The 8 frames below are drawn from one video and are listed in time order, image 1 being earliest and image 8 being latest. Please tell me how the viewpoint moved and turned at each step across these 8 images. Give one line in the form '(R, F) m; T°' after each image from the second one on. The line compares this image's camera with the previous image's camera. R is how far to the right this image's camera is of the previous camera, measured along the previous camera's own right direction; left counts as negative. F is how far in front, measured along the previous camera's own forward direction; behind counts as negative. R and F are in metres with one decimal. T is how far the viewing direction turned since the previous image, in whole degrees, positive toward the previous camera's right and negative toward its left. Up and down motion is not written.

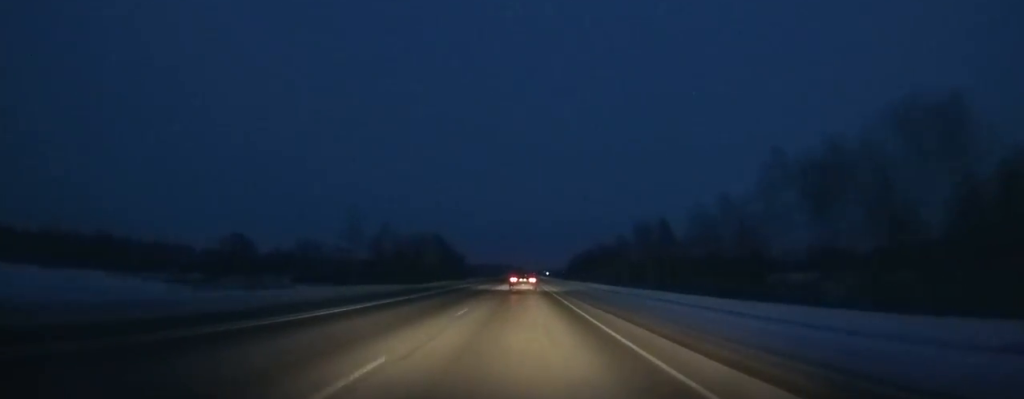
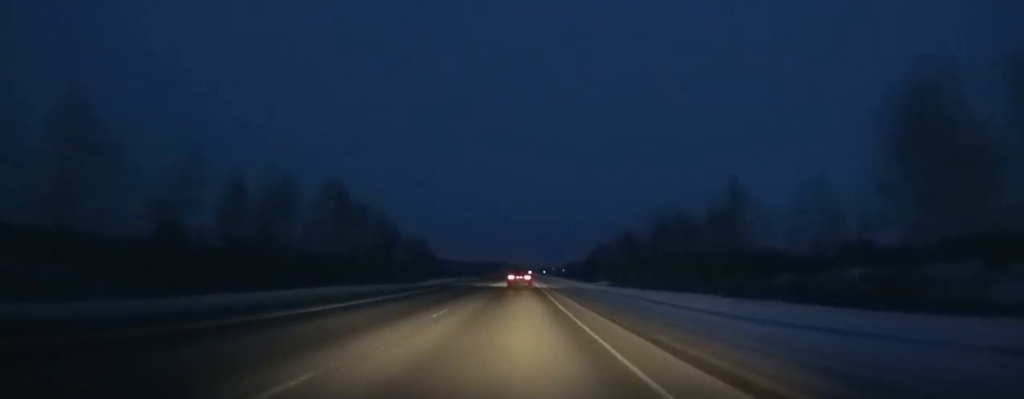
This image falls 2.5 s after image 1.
(-0.1, +61.5) m; 0°
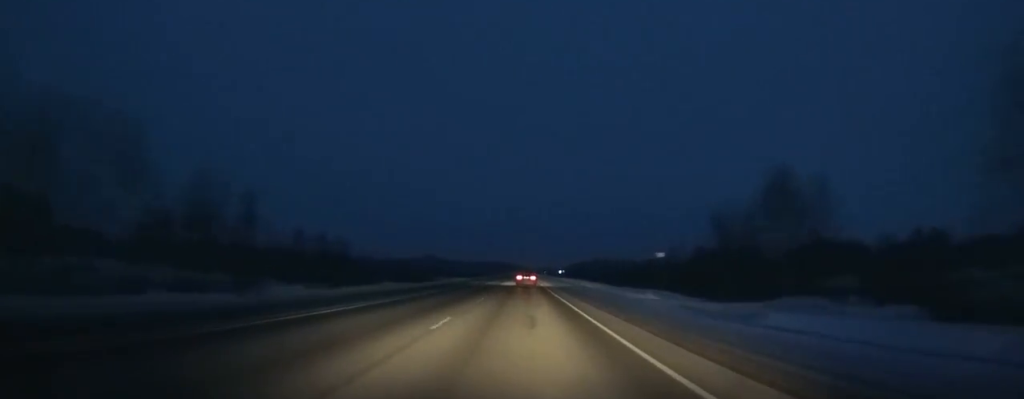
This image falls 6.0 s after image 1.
(0.0, +86.8) m; 0°
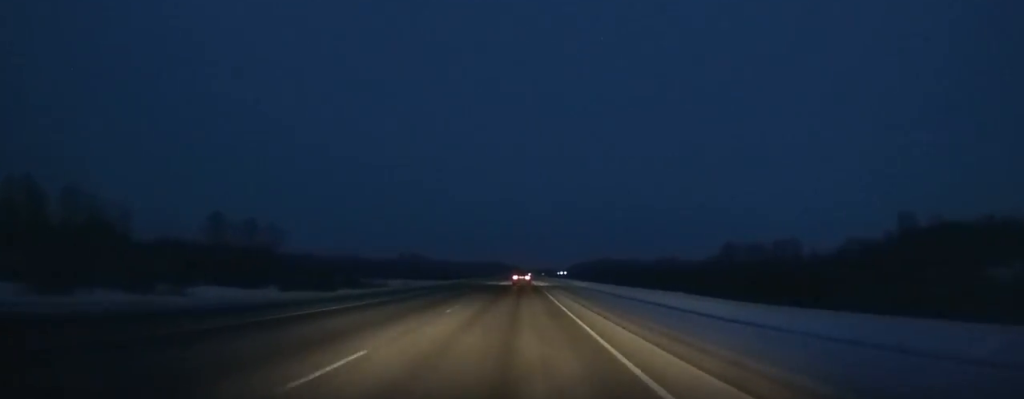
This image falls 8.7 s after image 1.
(-0.2, +67.7) m; 0°
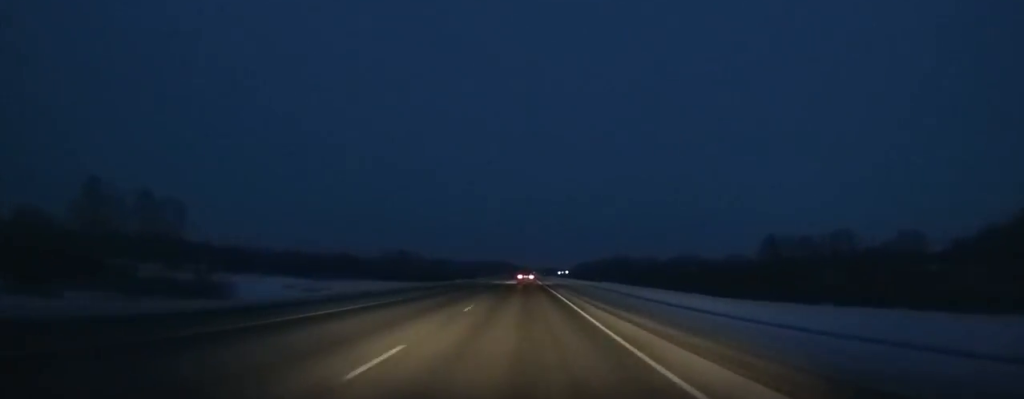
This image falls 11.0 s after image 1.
(-0.1, +58.5) m; 0°
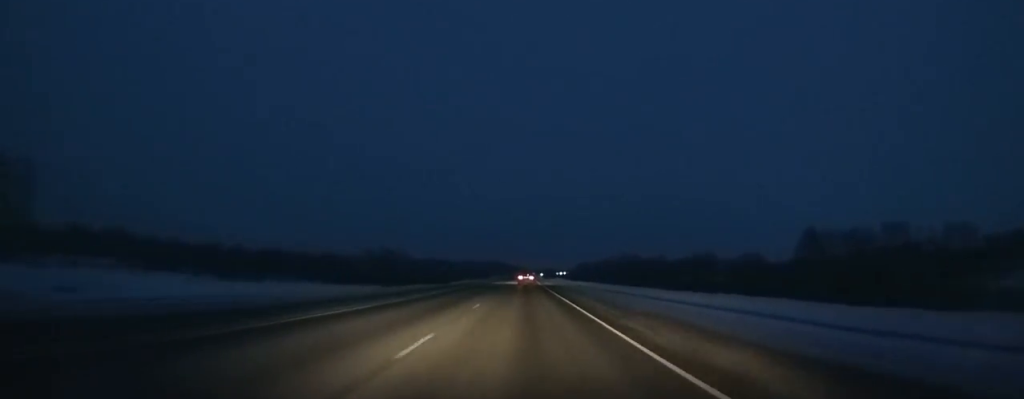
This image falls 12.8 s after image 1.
(+0.2, +46.1) m; 0°
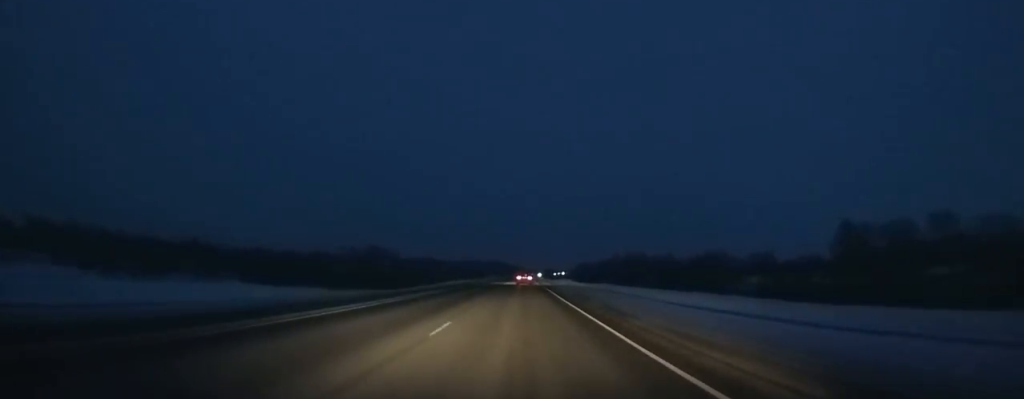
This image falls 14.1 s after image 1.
(-0.1, +33.6) m; 0°
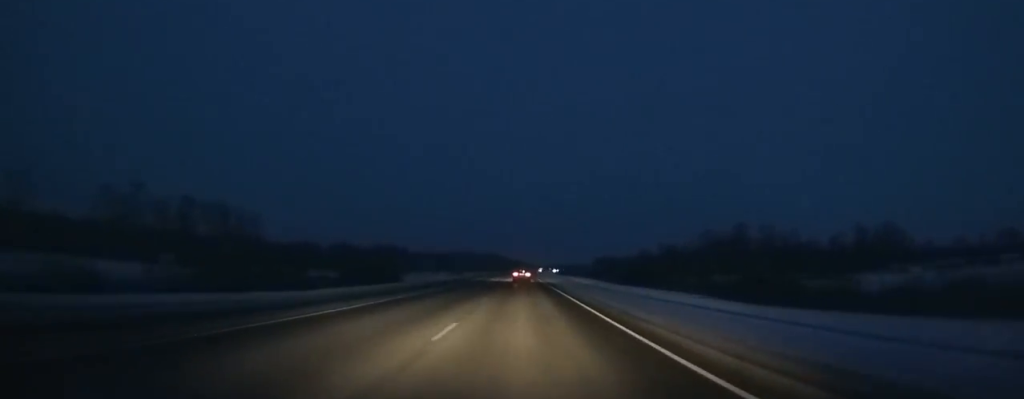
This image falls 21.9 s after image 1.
(-0.1, +201.2) m; 0°
